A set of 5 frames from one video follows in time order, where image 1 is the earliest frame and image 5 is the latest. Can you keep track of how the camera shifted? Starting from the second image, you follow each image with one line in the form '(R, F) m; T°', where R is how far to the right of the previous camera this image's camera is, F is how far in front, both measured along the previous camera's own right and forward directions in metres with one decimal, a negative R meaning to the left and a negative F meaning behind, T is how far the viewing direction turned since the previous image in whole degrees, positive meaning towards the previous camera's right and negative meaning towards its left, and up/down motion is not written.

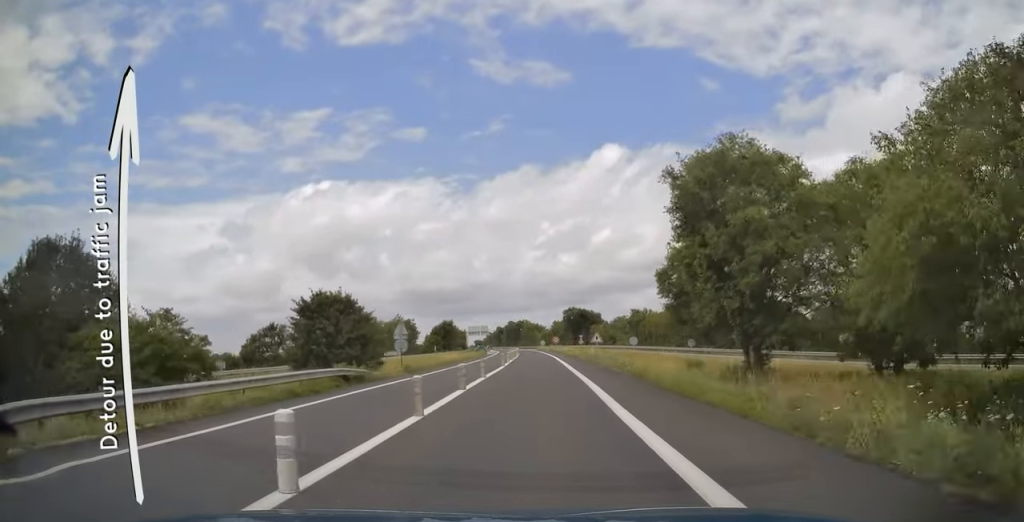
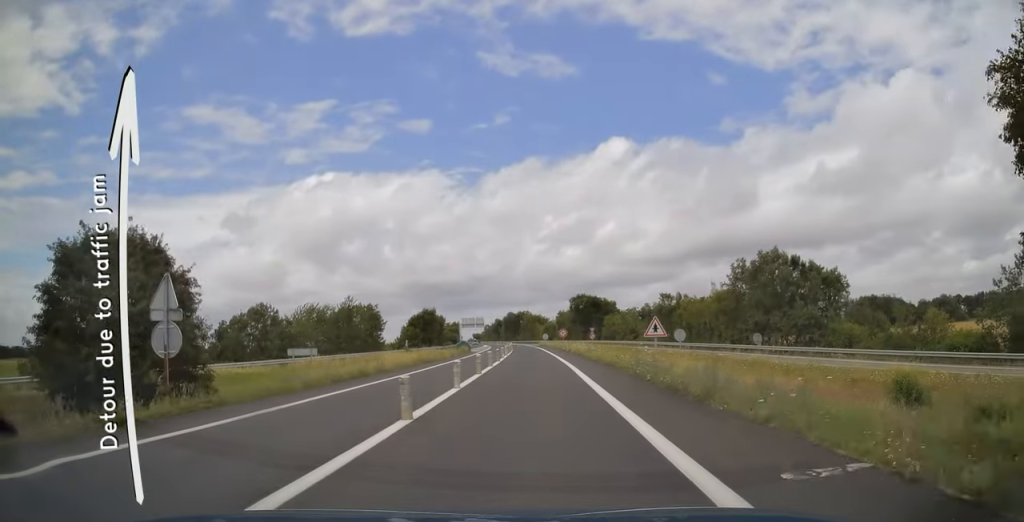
(+0.3, +26.3) m; 0°
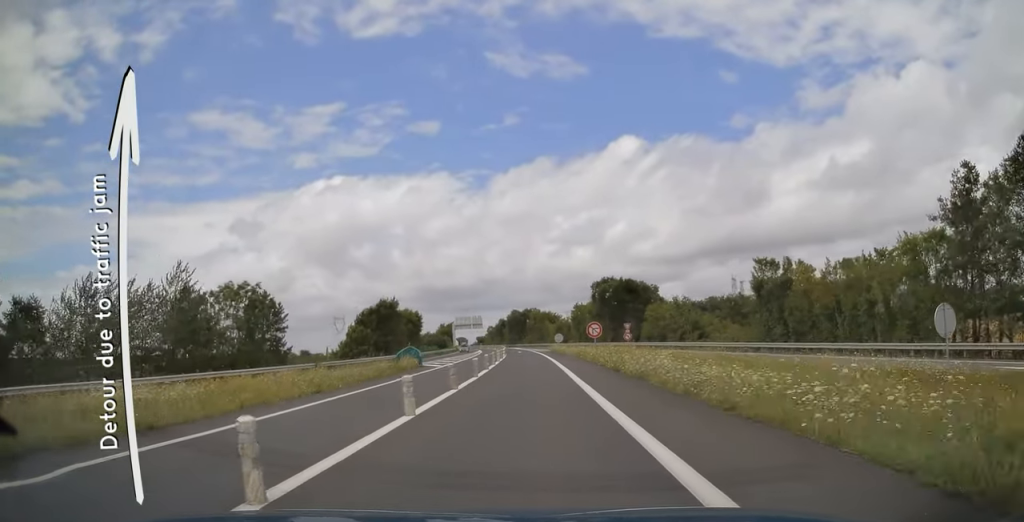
(-0.6, +37.4) m; -2°
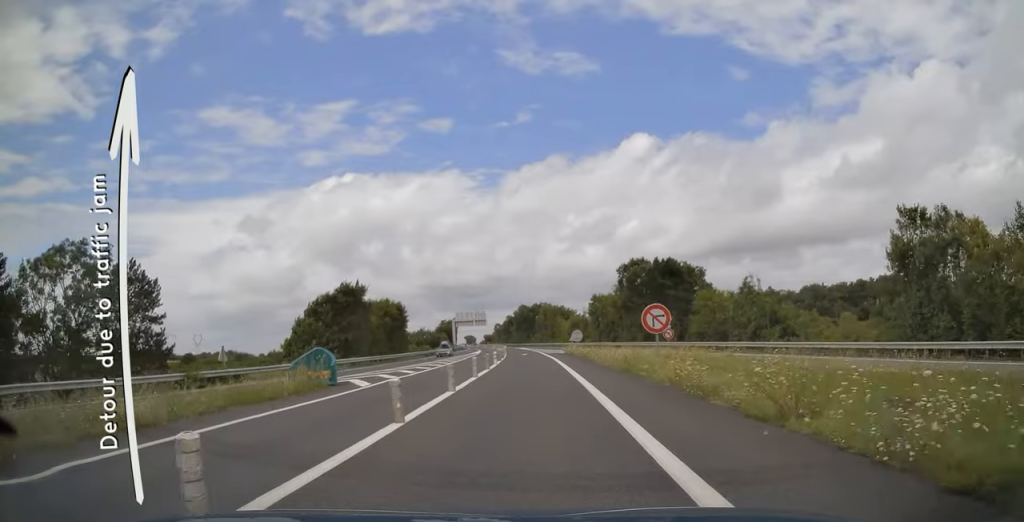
(-0.2, +20.1) m; -1°
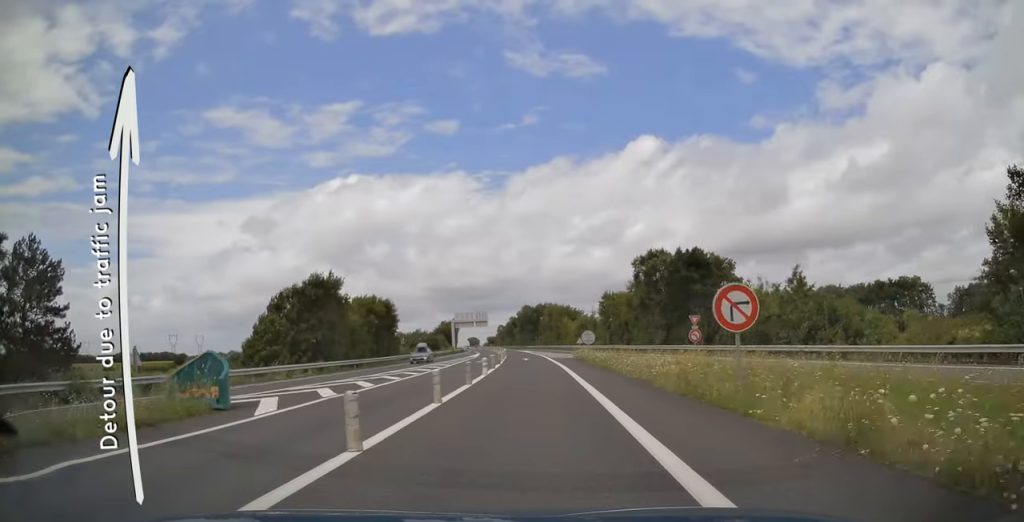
(-0.1, +9.0) m; -1°
